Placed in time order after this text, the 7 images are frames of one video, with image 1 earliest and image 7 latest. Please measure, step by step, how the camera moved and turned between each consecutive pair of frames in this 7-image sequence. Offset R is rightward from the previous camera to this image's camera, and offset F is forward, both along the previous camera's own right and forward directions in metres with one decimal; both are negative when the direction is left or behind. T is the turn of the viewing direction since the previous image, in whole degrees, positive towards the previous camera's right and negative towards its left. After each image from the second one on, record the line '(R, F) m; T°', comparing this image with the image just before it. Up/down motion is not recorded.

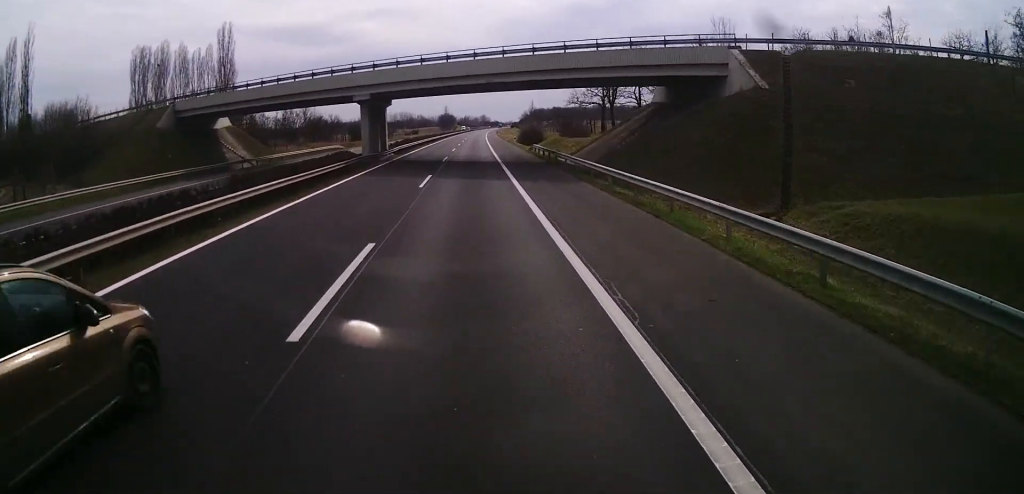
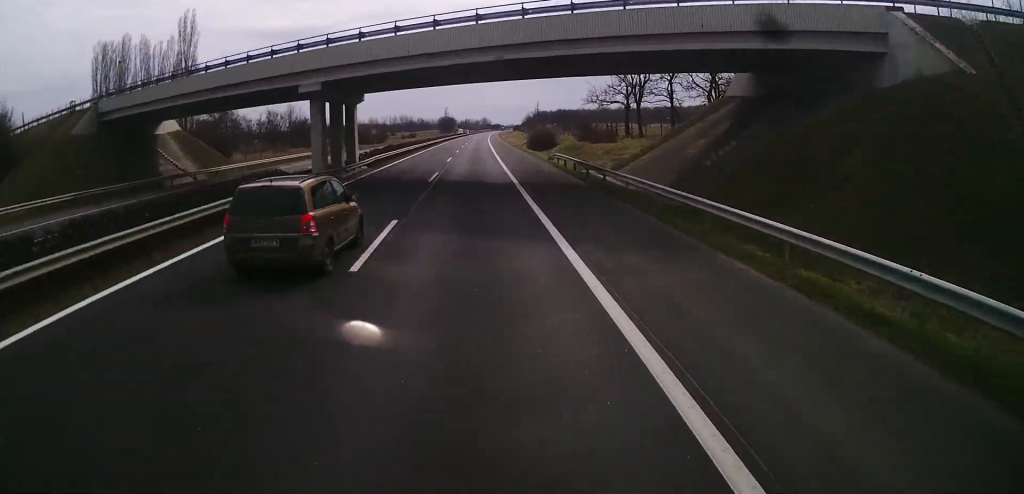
(+0.1, +14.7) m; 0°
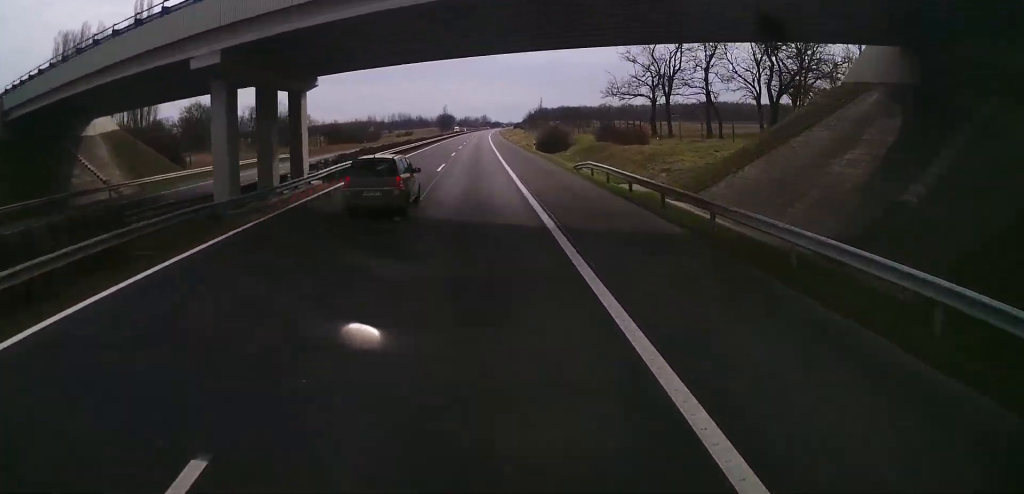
(+0.1, +12.4) m; 0°
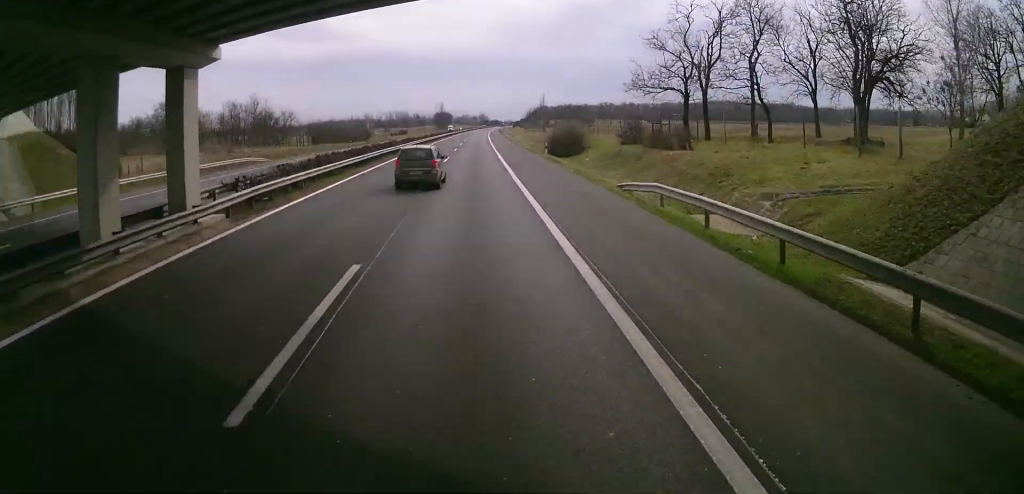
(0.0, +11.6) m; 0°
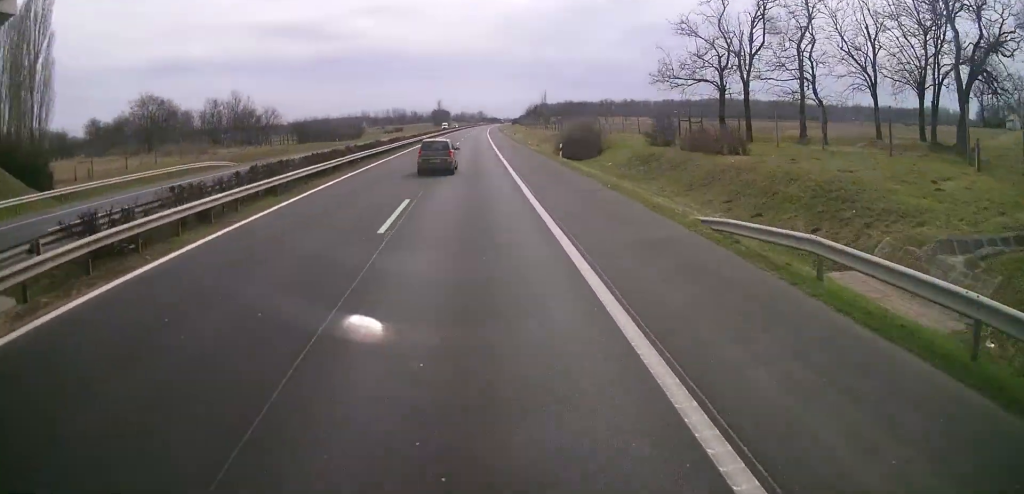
(0.0, +9.3) m; 0°
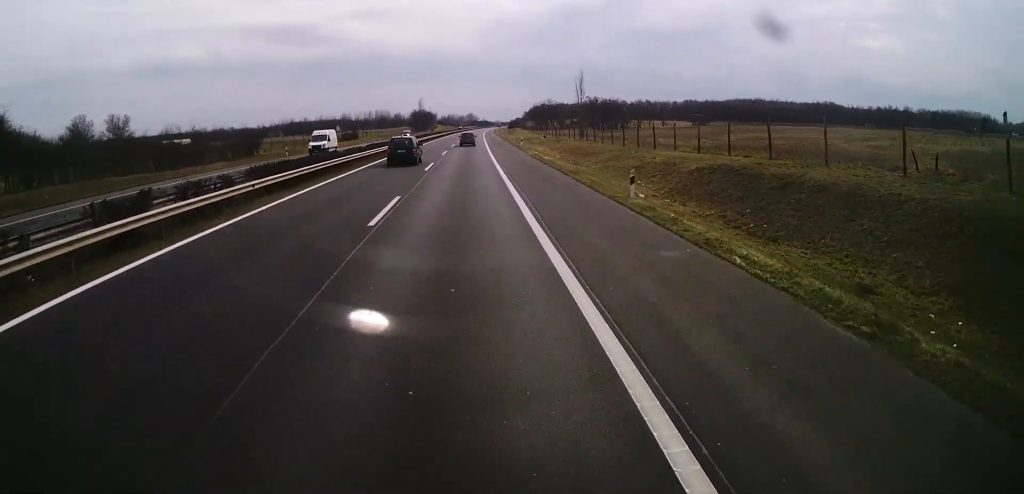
(-0.8, +71.5) m; +1°
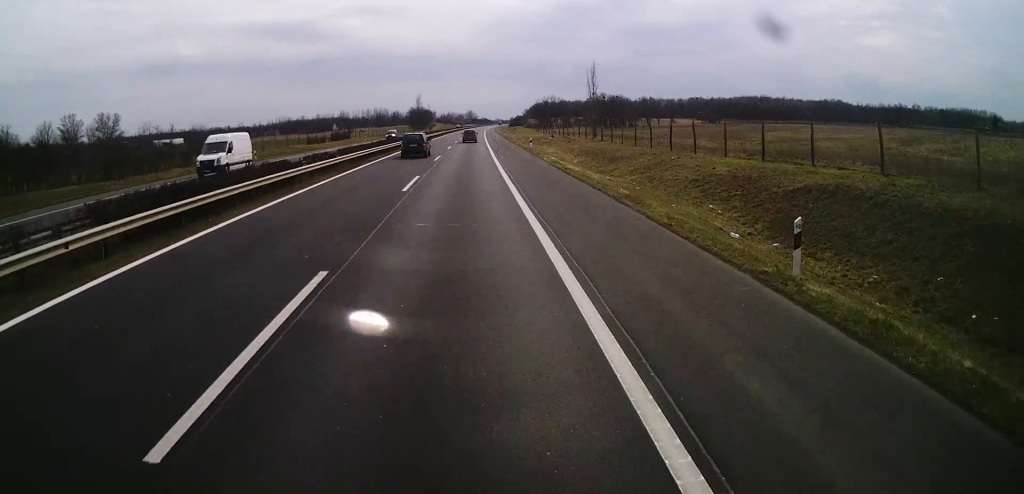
(+0.2, +10.7) m; 0°
